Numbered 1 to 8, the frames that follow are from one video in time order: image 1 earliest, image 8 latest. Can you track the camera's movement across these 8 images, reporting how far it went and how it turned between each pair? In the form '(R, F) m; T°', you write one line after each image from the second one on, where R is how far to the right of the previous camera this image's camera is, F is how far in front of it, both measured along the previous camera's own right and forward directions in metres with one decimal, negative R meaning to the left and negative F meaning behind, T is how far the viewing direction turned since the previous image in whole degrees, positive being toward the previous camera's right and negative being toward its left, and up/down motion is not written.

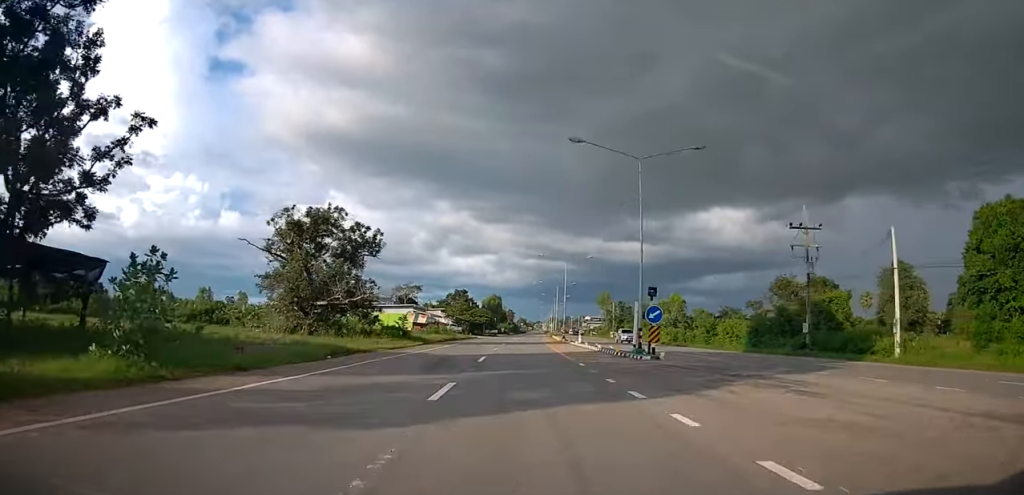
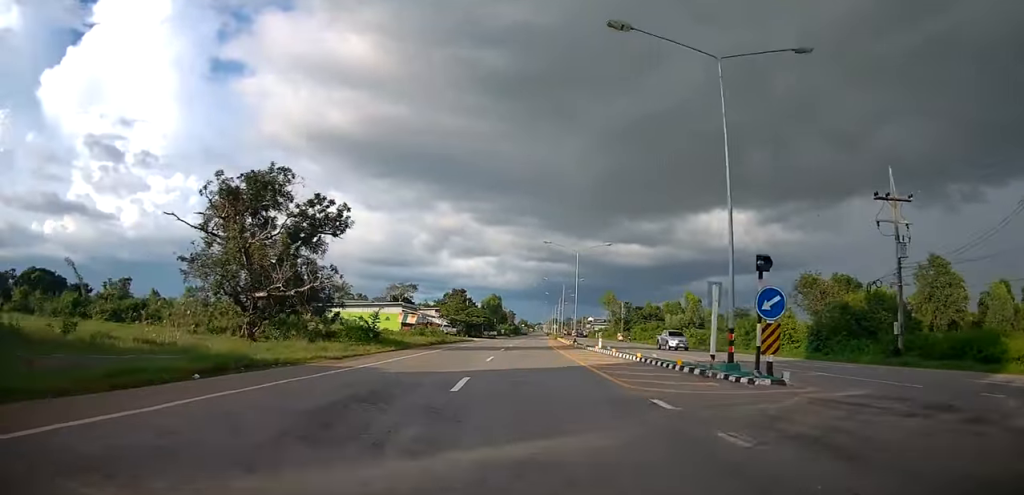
(0.0, +10.4) m; 0°
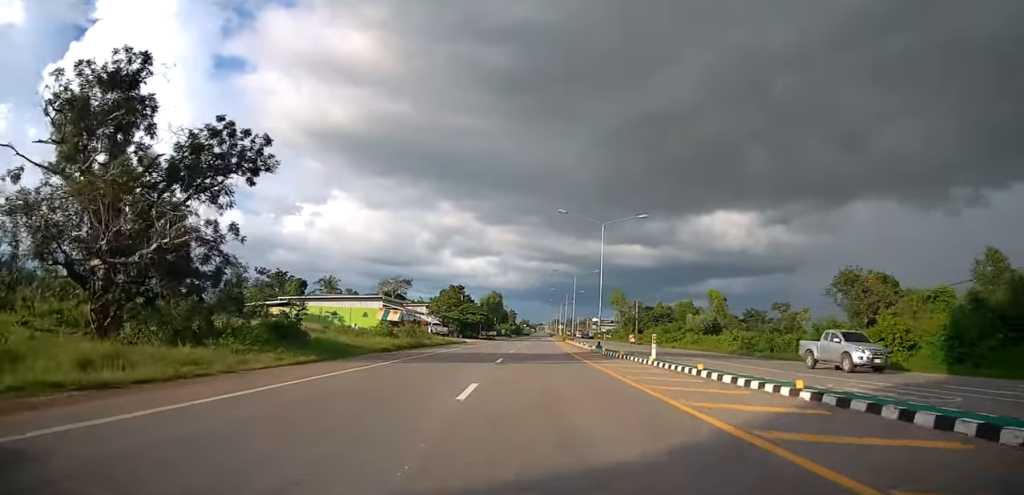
(0.0, +13.6) m; 0°
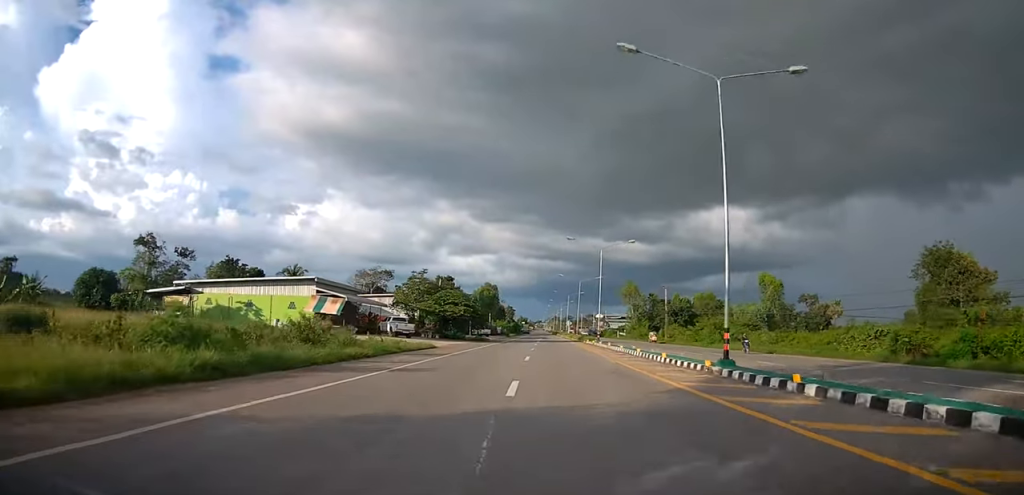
(0.0, +23.7) m; +1°
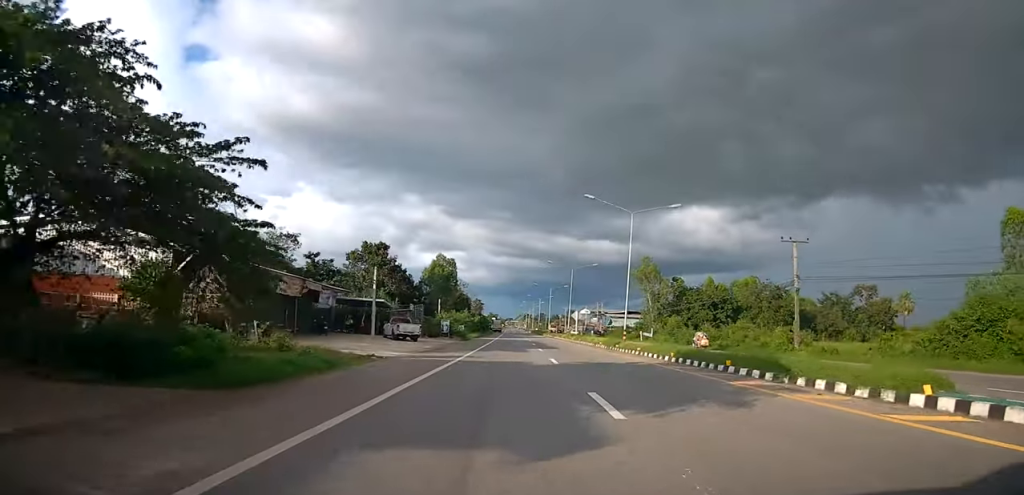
(+0.7, +51.5) m; -1°
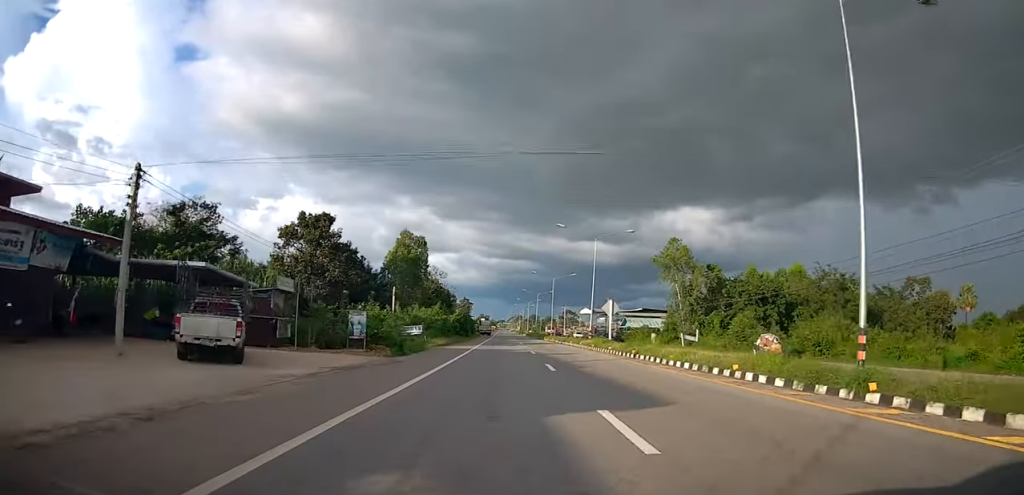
(+0.4, +26.6) m; +3°
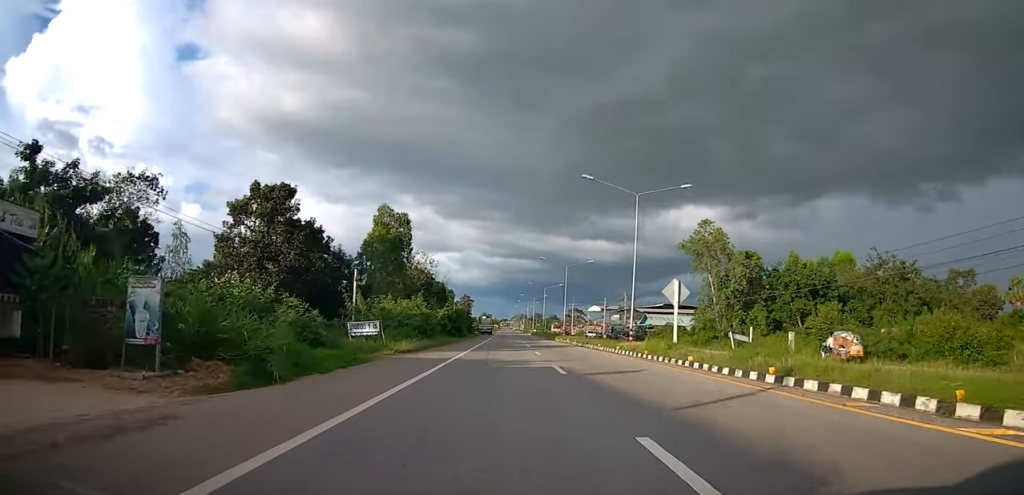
(+0.5, +14.5) m; +2°
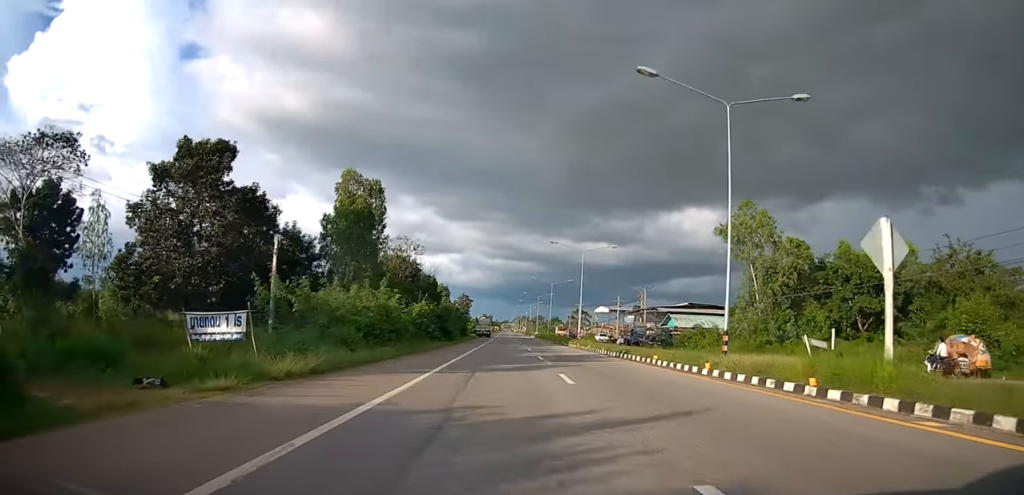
(0.0, +13.9) m; -1°
